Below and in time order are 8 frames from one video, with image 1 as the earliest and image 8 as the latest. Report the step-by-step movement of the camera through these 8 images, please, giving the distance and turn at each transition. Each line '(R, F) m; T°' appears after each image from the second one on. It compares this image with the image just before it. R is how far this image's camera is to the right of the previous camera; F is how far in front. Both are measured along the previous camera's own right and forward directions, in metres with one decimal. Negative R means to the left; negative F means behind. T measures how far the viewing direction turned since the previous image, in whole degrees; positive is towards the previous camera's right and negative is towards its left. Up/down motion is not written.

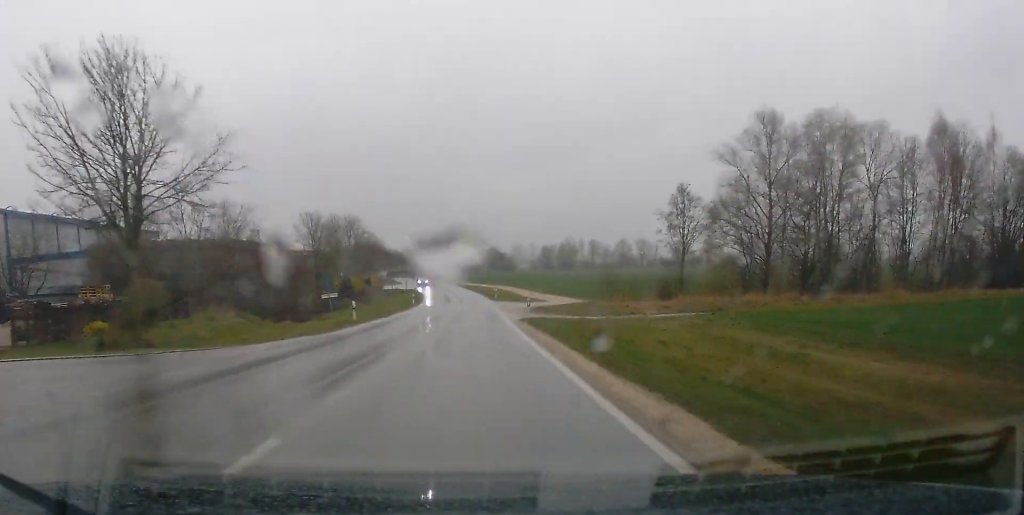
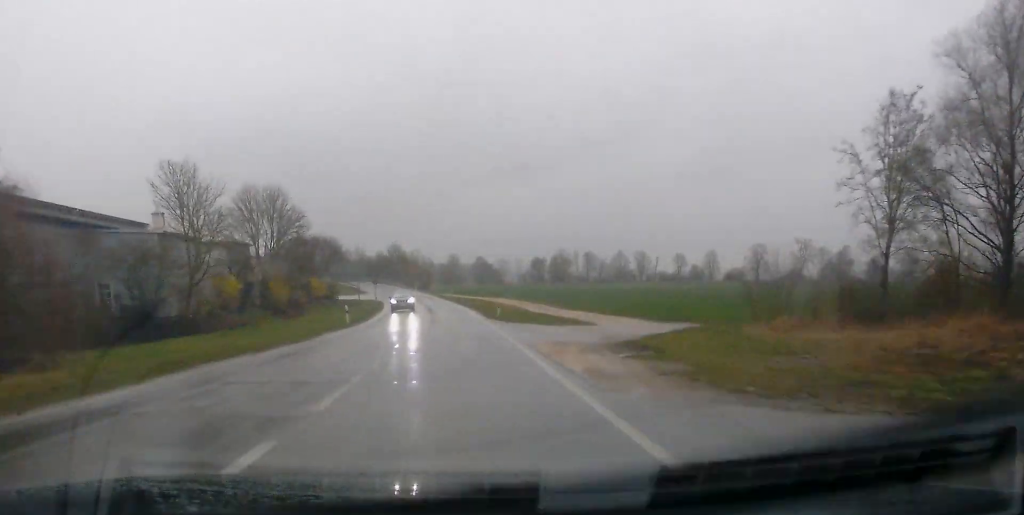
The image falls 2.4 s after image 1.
(+0.1, +36.3) m; 0°
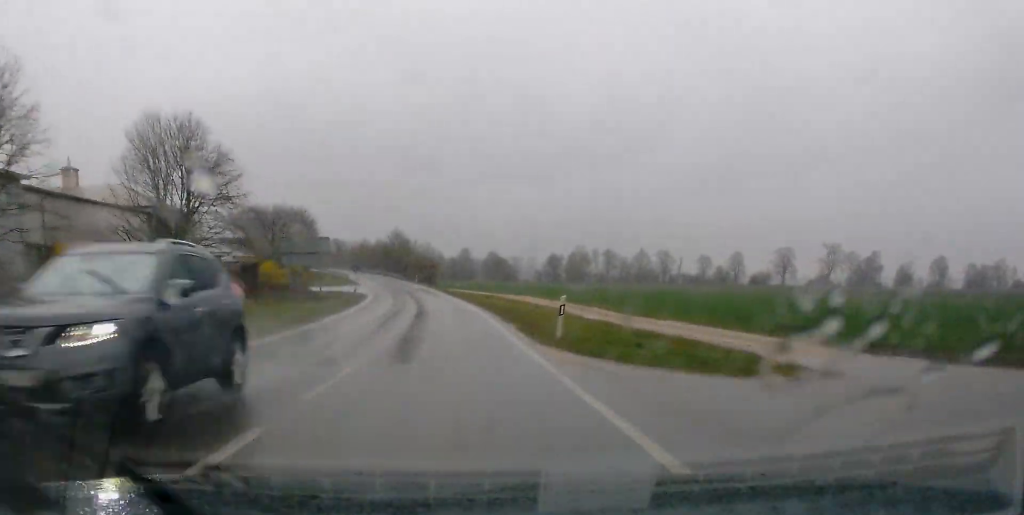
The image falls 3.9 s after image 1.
(+0.1, +25.1) m; -1°
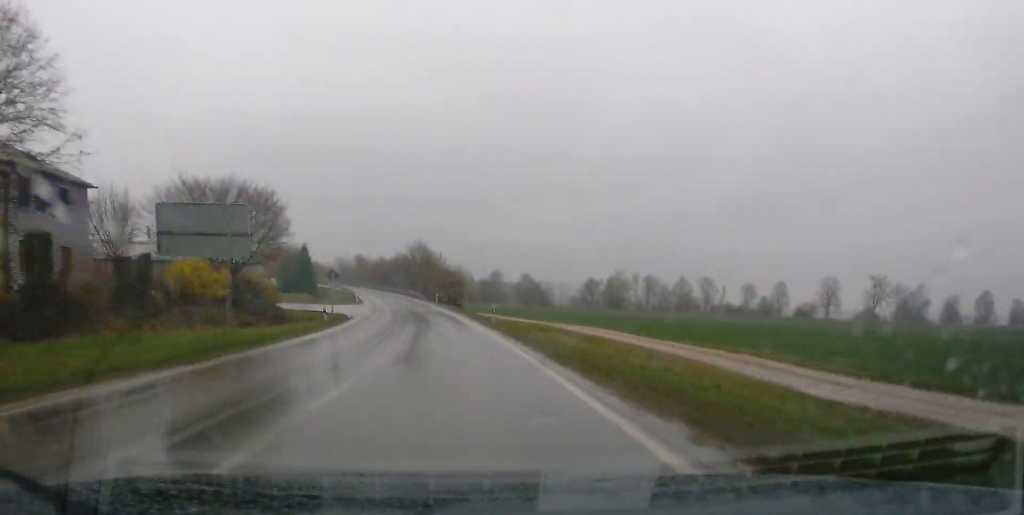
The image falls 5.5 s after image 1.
(+0.1, +25.8) m; -1°
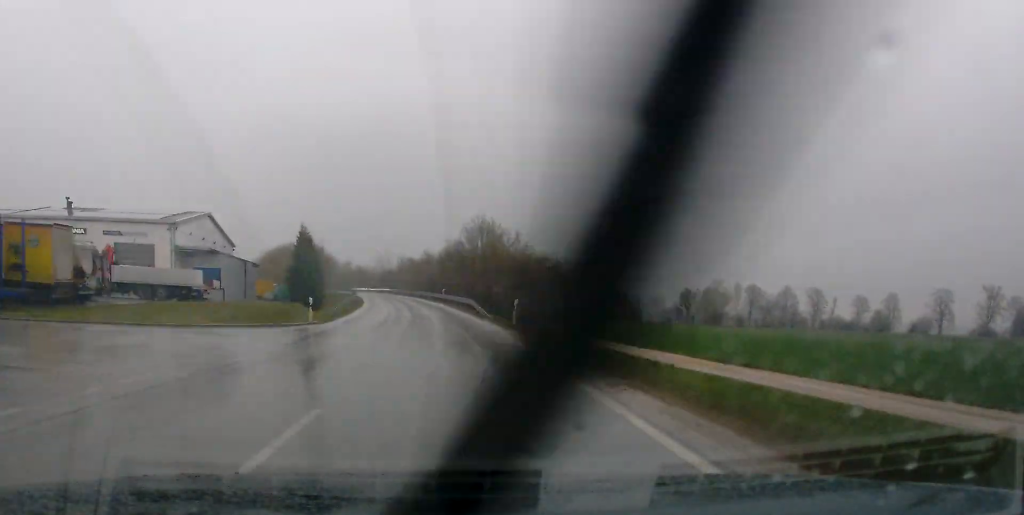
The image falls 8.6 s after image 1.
(-2.4, +54.3) m; -5°
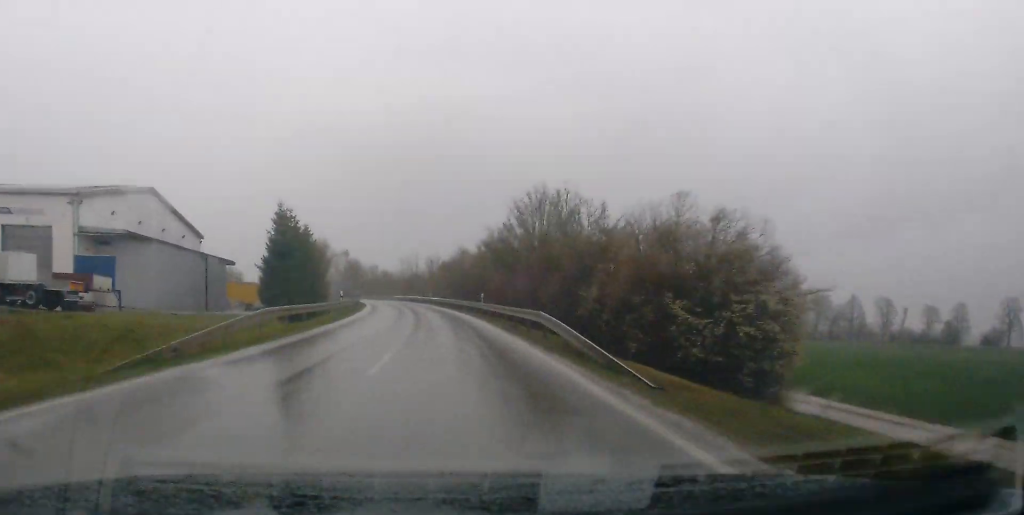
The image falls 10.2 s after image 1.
(-0.4, +28.8) m; -3°
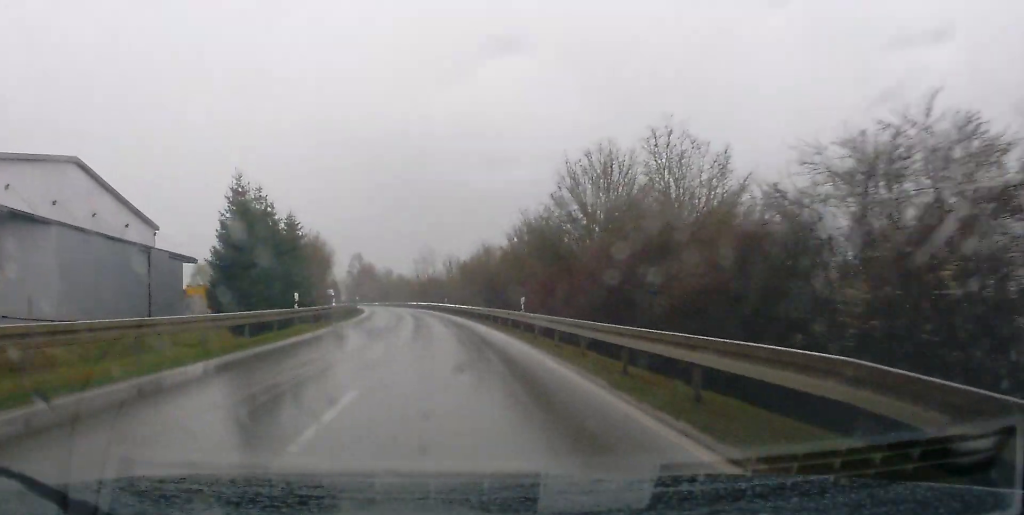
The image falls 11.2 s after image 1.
(-0.6, +17.5) m; -2°
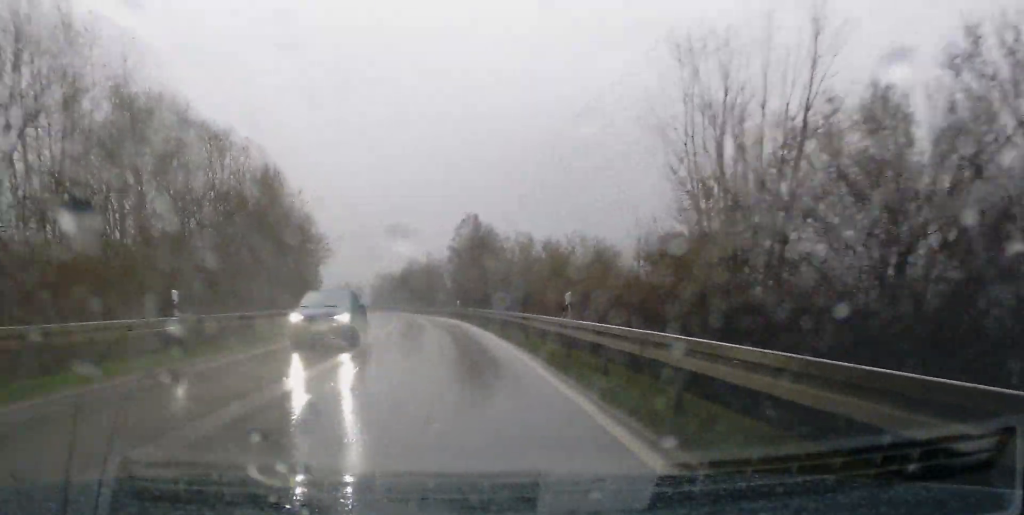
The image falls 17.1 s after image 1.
(-8.5, +100.4) m; -10°
